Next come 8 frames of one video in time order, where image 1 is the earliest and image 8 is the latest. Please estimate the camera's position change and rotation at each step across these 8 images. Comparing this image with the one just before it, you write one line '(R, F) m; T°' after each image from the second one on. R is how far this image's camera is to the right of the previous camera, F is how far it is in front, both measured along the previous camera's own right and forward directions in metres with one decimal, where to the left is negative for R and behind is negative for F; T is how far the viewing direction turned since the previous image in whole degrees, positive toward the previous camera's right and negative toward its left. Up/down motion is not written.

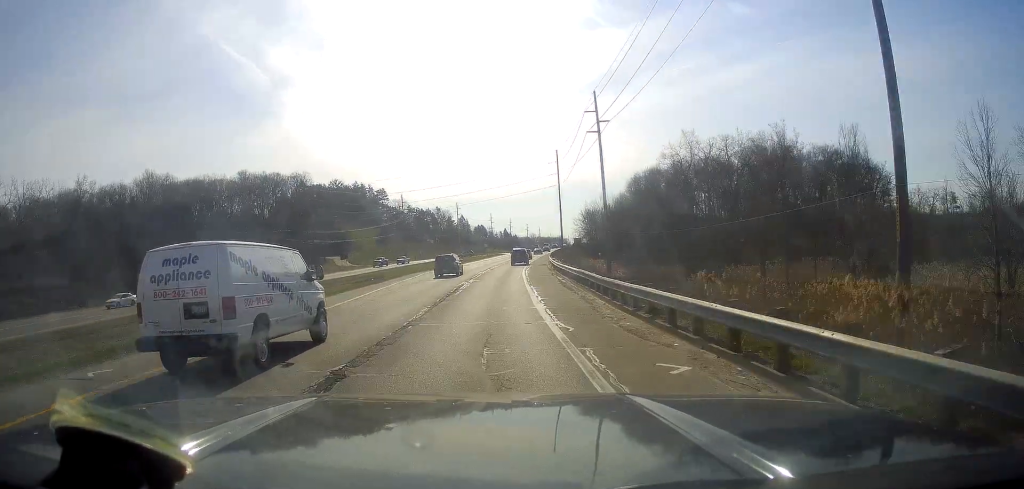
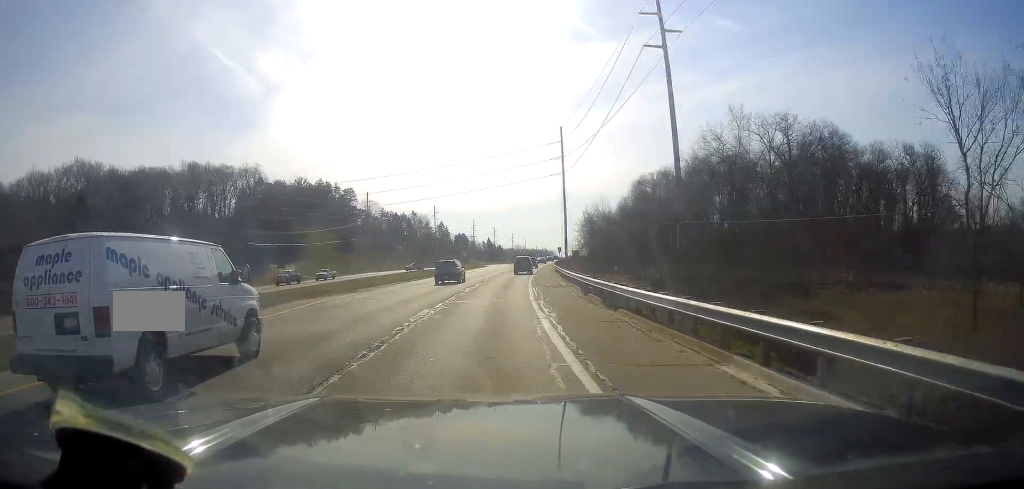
(+0.5, +31.0) m; +1°
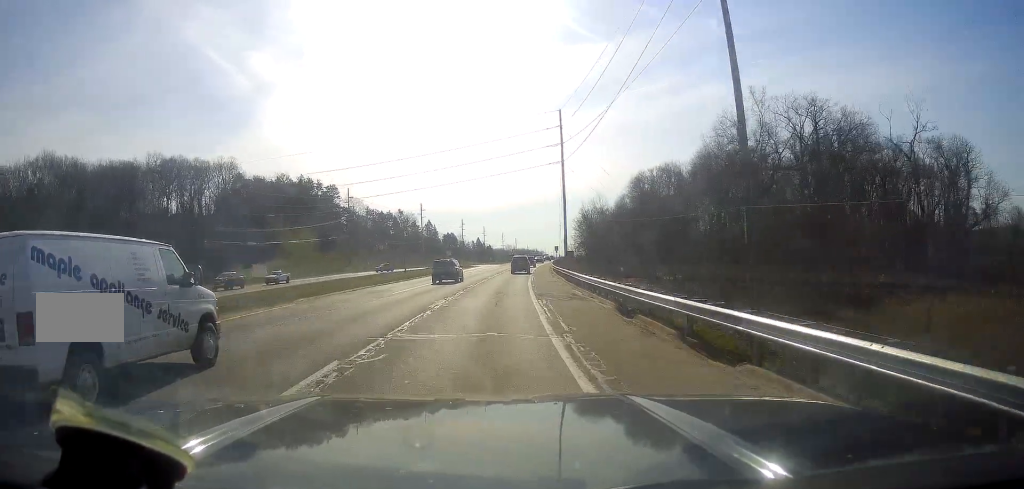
(+0.1, +11.0) m; +1°
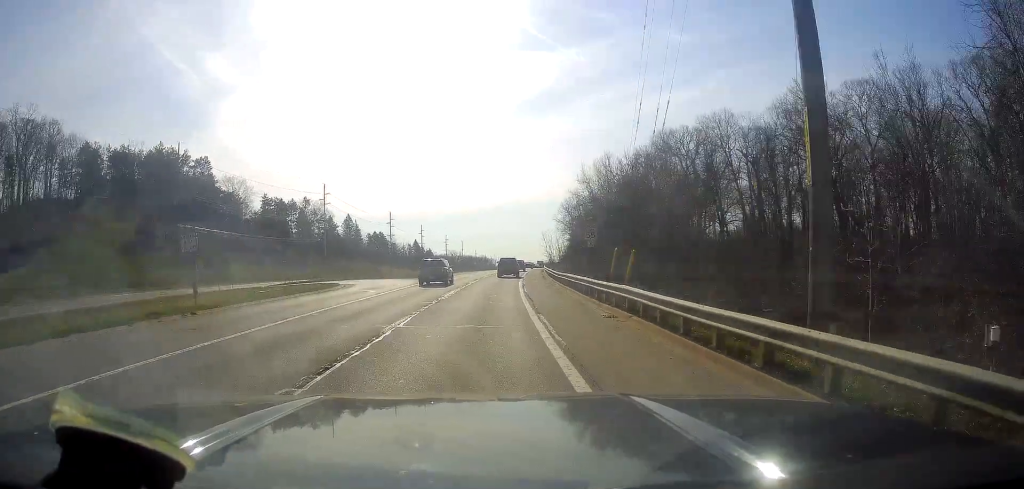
(+3.8, +67.7) m; +5°
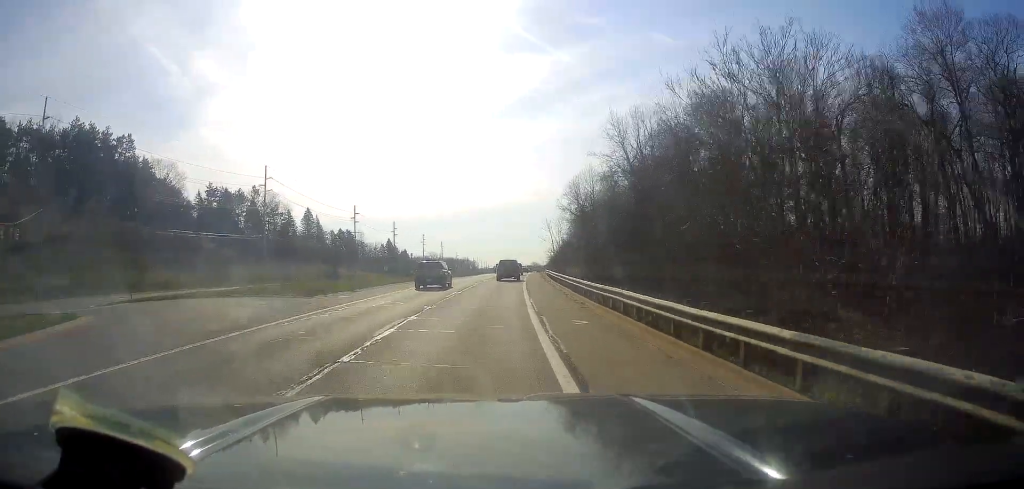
(+0.2, +29.7) m; +2°
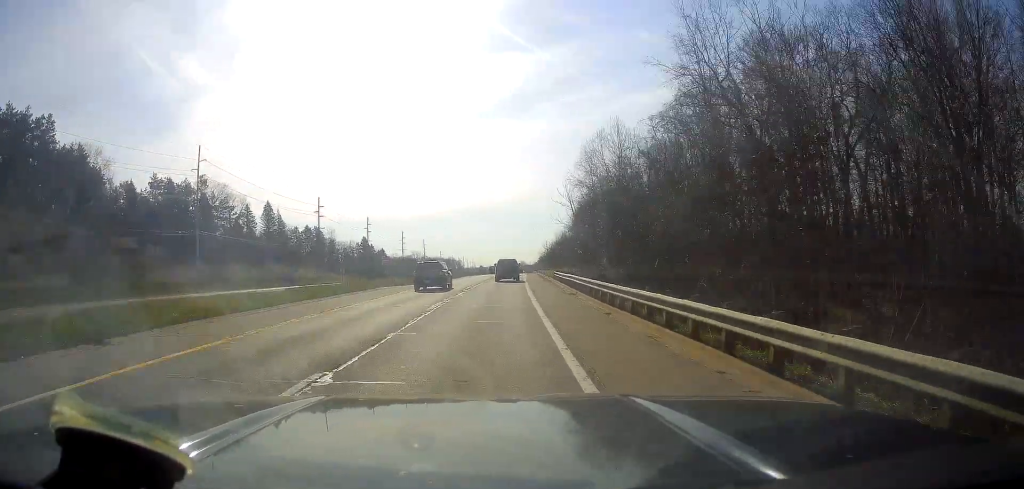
(+0.5, +23.6) m; +2°
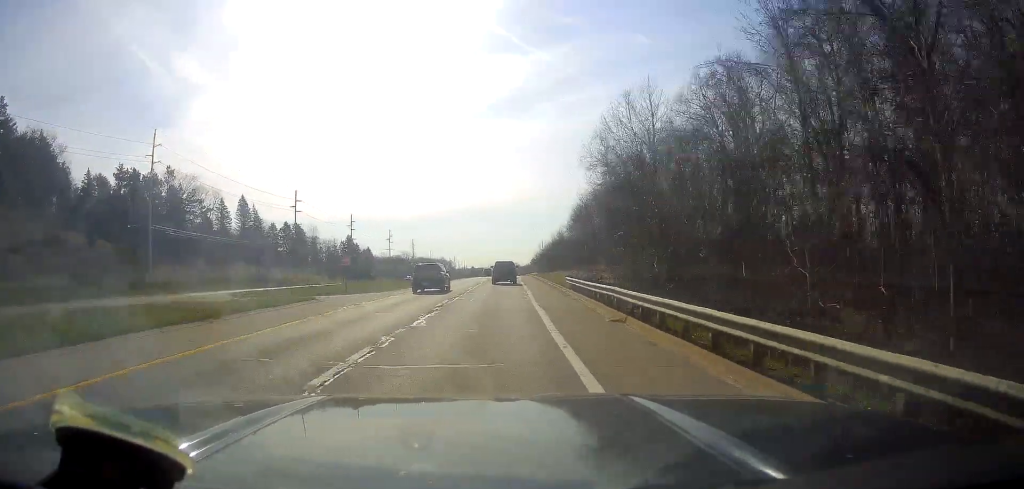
(+0.1, +12.4) m; +1°
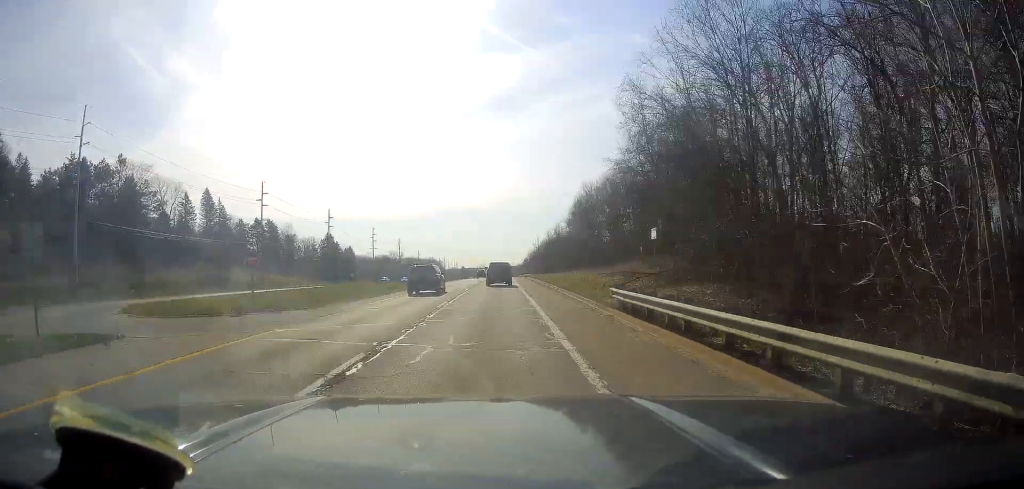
(+0.1, +15.7) m; +1°
